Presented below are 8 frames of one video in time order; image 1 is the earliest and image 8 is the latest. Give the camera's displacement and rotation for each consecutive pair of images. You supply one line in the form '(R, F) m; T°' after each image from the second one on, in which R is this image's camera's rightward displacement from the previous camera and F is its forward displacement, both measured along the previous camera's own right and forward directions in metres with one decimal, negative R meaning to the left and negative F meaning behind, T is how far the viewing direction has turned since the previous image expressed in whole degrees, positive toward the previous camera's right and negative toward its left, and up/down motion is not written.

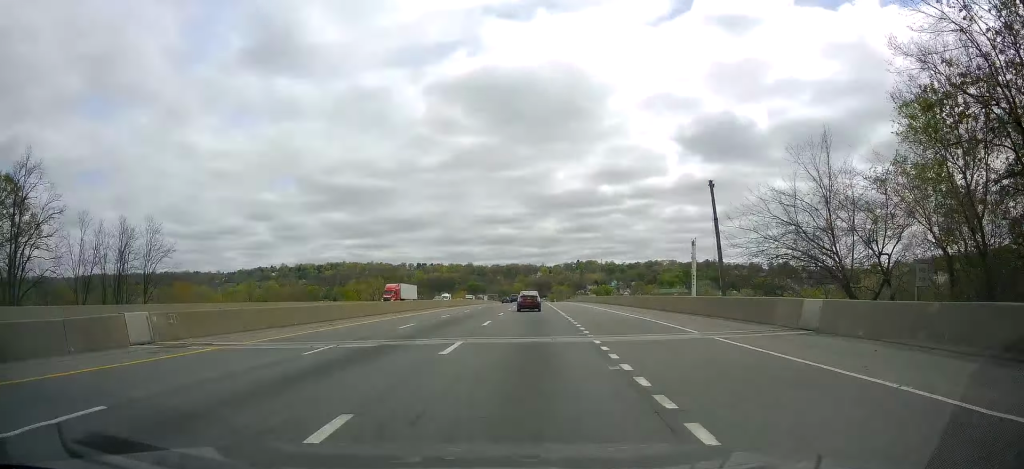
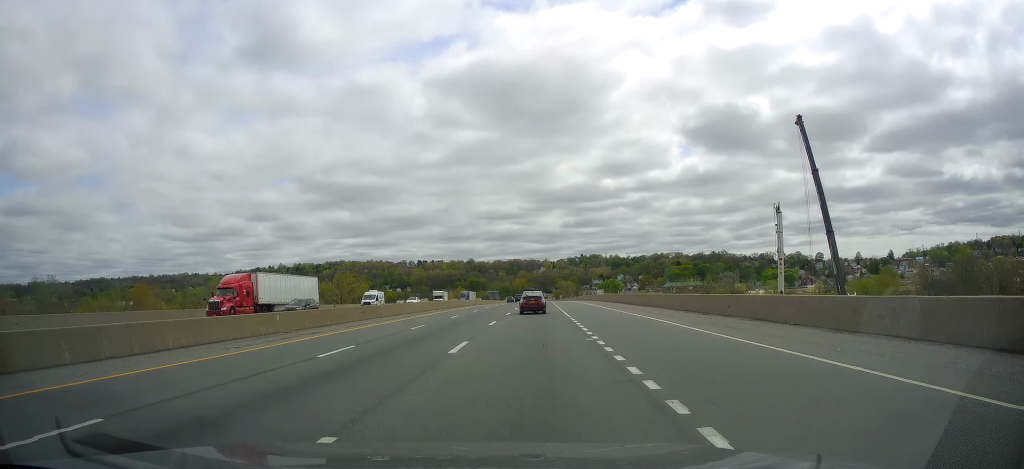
(+0.1, +33.3) m; 0°
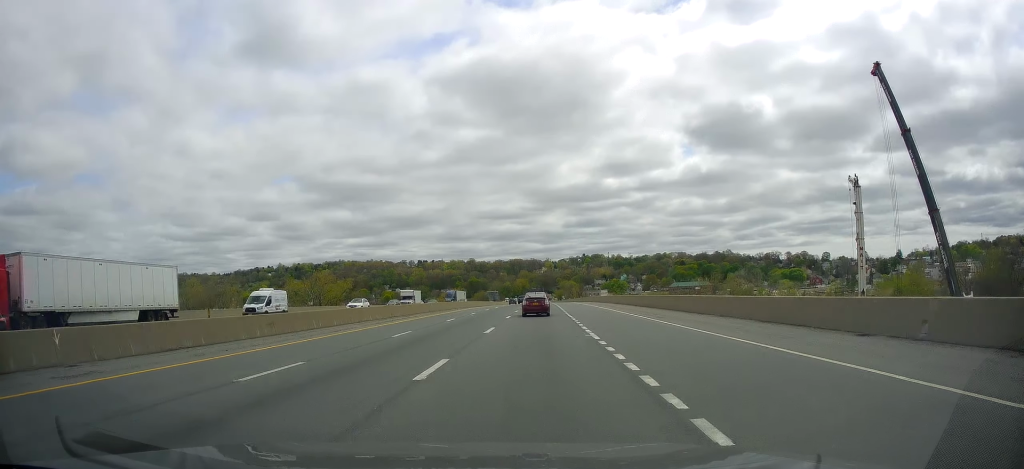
(0.0, +16.2) m; 0°
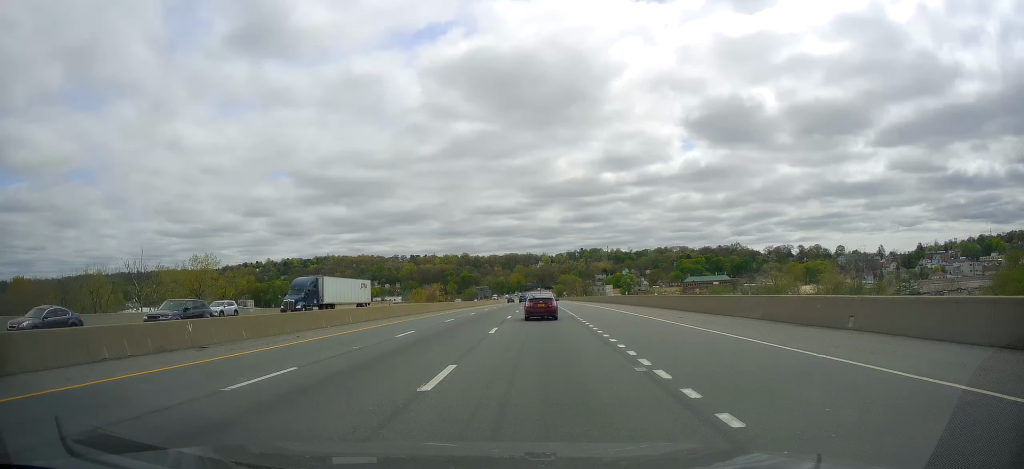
(-0.1, +50.6) m; 0°
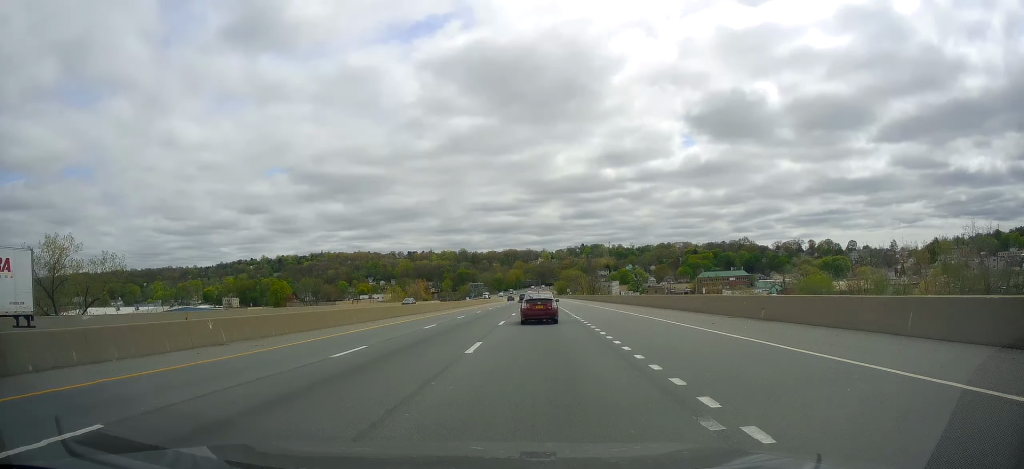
(0.0, +31.5) m; 0°
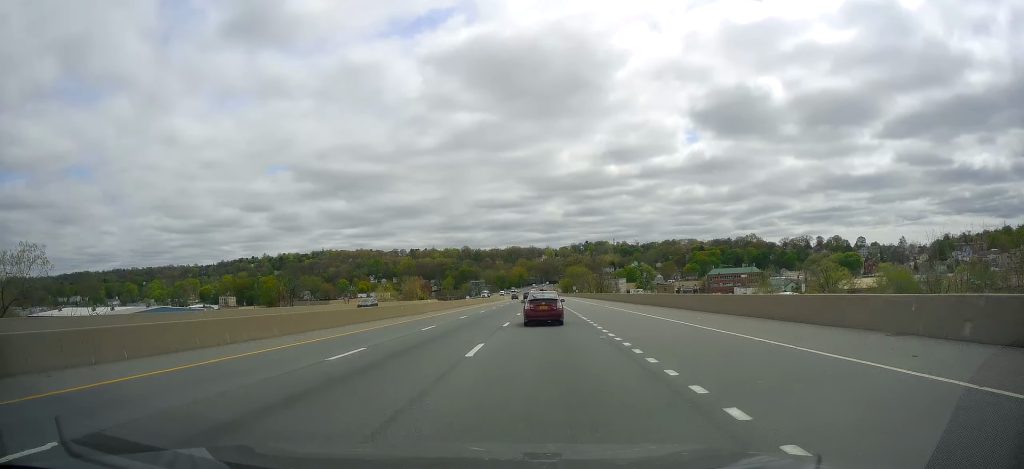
(0.0, +13.5) m; 0°
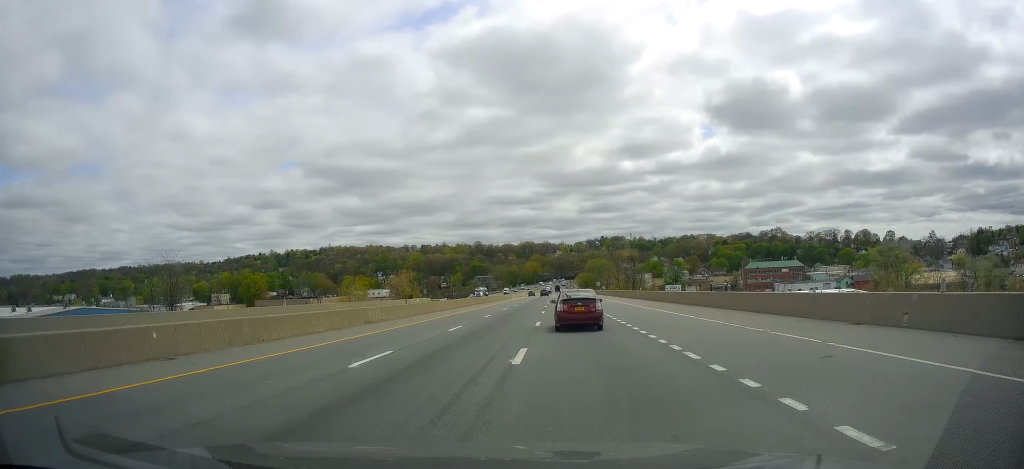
(-0.1, +37.9) m; -1°
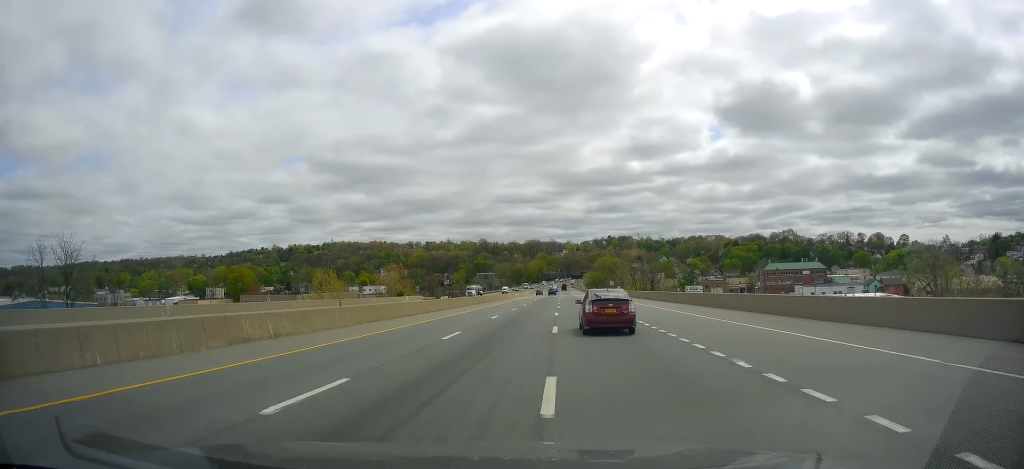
(0.0, +17.6) m; 0°
